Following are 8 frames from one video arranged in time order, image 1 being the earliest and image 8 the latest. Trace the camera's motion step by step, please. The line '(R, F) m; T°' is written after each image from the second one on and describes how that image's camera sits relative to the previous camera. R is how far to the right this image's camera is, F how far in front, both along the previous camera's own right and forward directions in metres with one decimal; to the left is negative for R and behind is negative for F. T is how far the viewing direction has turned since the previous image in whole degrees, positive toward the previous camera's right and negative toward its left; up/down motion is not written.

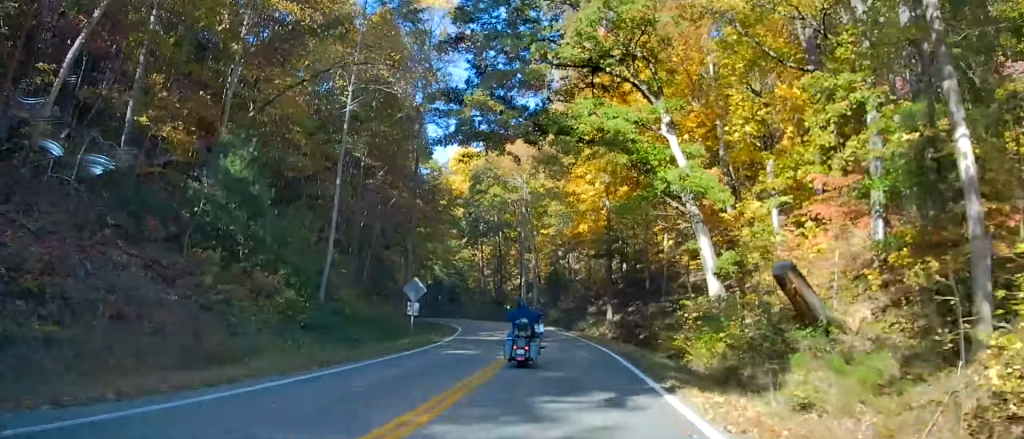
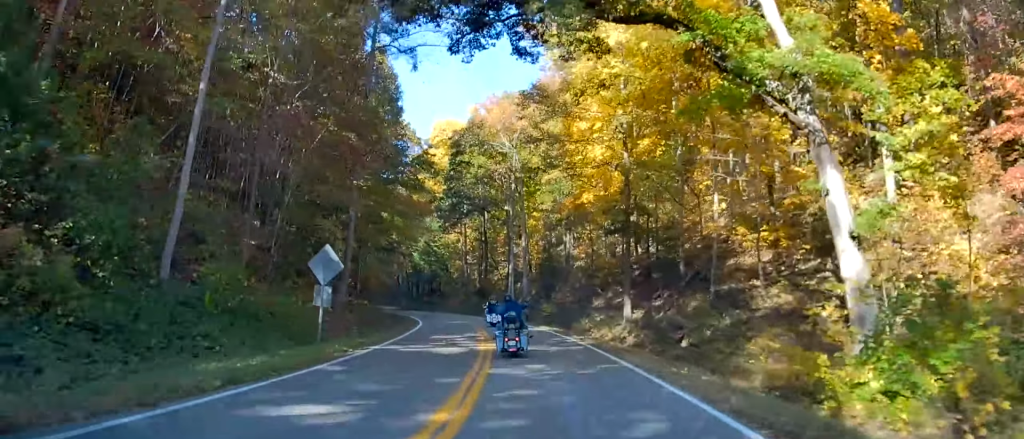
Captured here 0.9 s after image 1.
(+1.4, +14.3) m; +3°
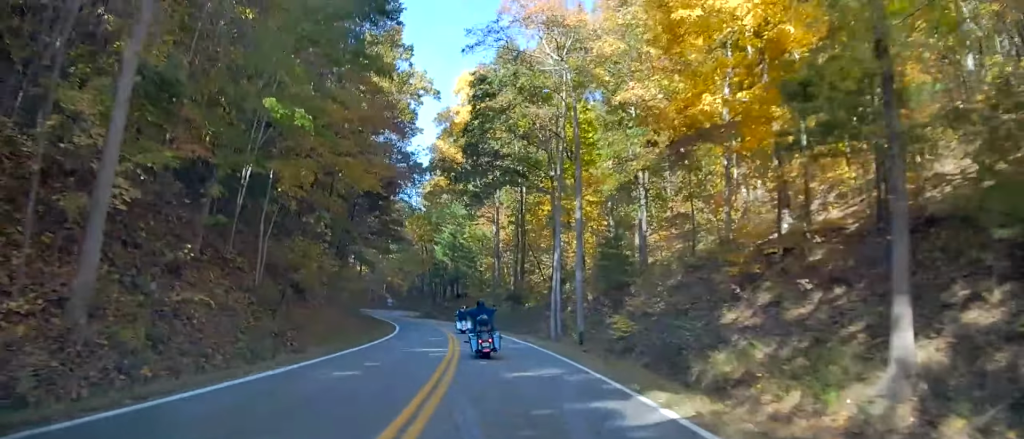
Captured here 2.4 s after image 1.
(-1.0, +23.9) m; -3°
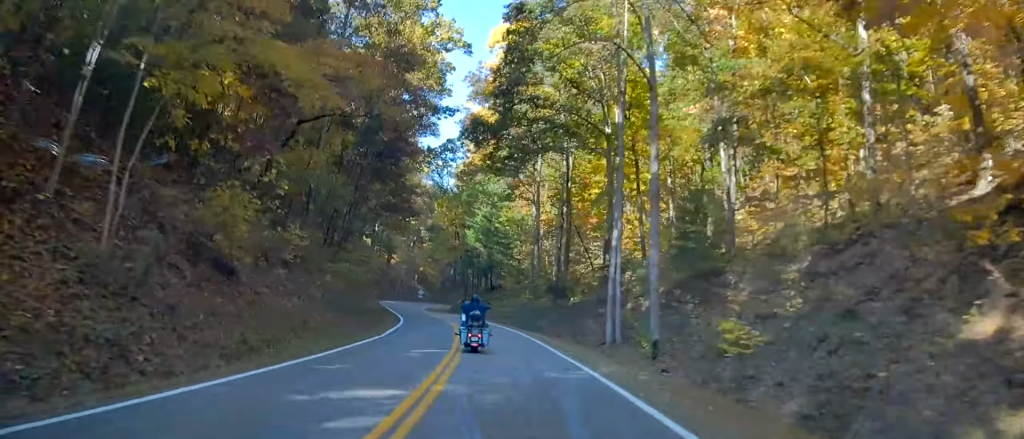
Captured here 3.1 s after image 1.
(0.0, +11.8) m; -3°
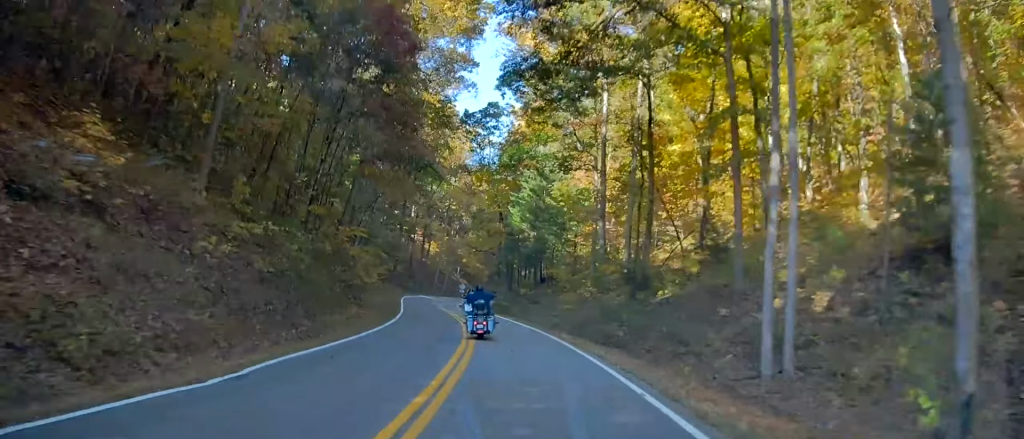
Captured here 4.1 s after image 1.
(-0.6, +16.3) m; -6°
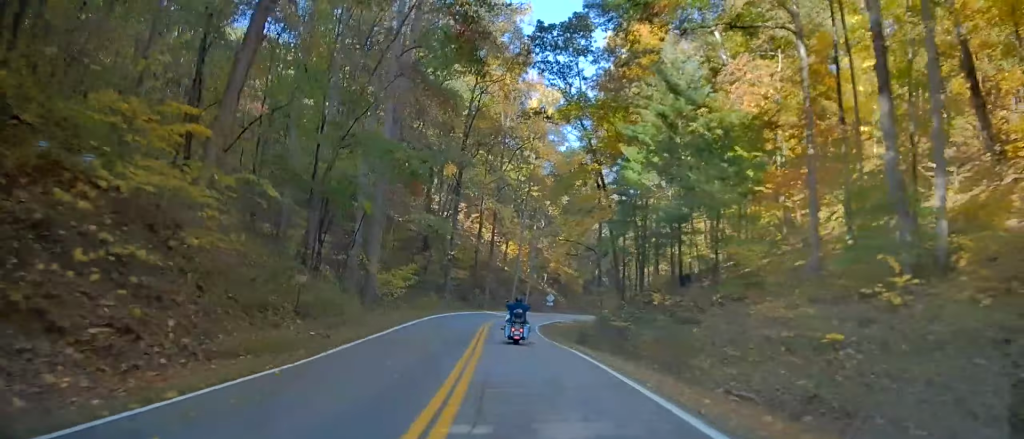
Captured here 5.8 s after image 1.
(-1.7, +29.6) m; -6°
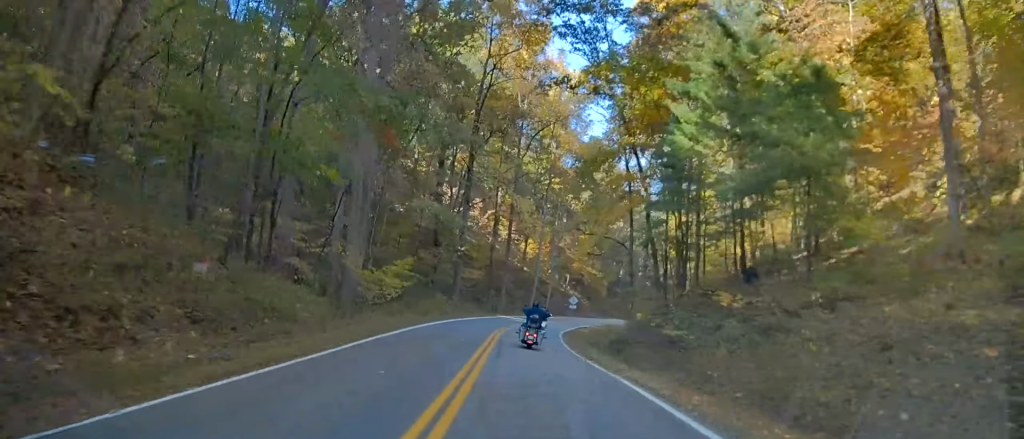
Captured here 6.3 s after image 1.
(-0.7, +8.0) m; -2°
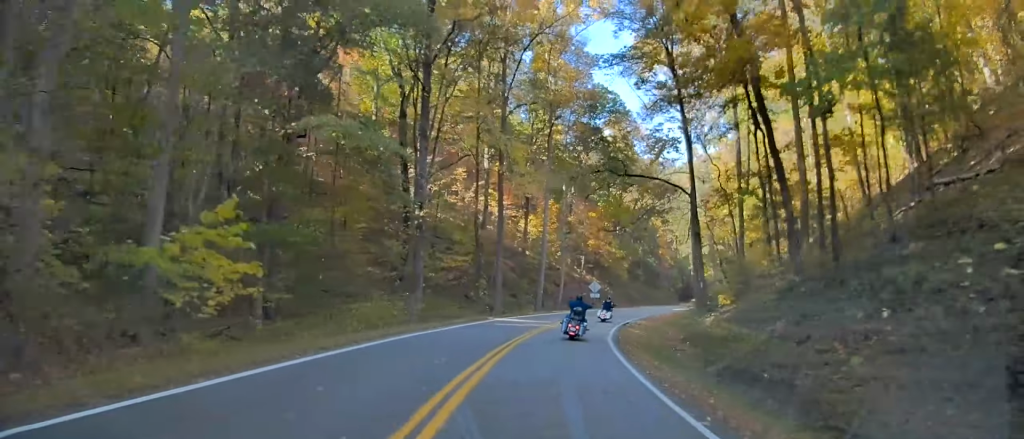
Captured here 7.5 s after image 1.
(-0.9, +20.8) m; -1°
